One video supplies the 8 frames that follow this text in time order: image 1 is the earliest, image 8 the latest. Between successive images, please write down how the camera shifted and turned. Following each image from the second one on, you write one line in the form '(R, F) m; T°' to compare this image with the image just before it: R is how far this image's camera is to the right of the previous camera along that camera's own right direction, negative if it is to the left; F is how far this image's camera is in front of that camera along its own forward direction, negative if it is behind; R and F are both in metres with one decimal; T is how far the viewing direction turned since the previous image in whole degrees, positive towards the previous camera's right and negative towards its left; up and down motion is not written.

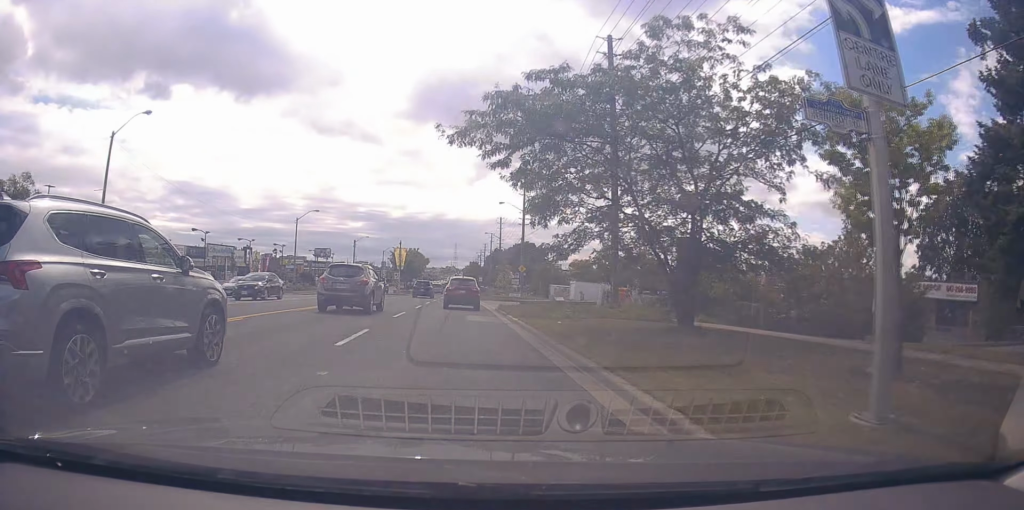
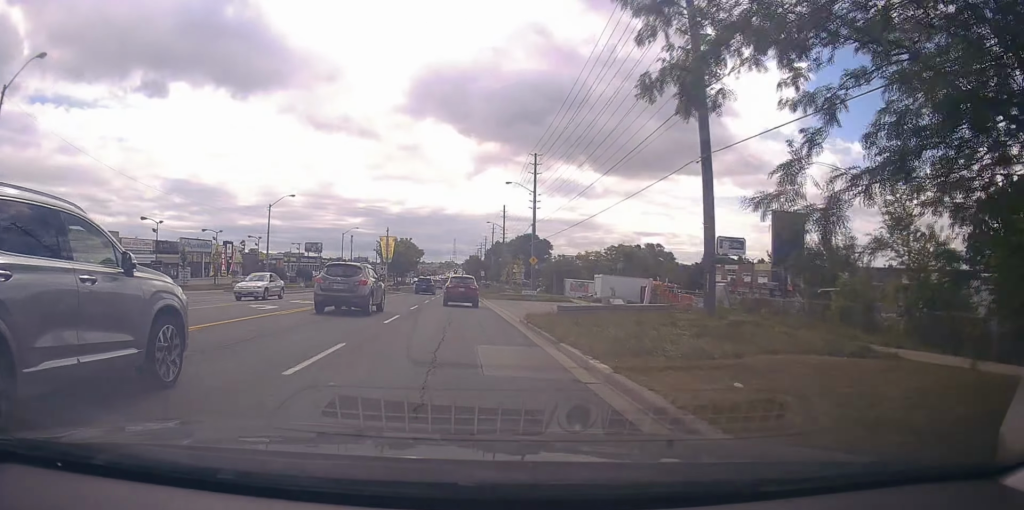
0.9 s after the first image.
(+0.1, +12.0) m; -1°
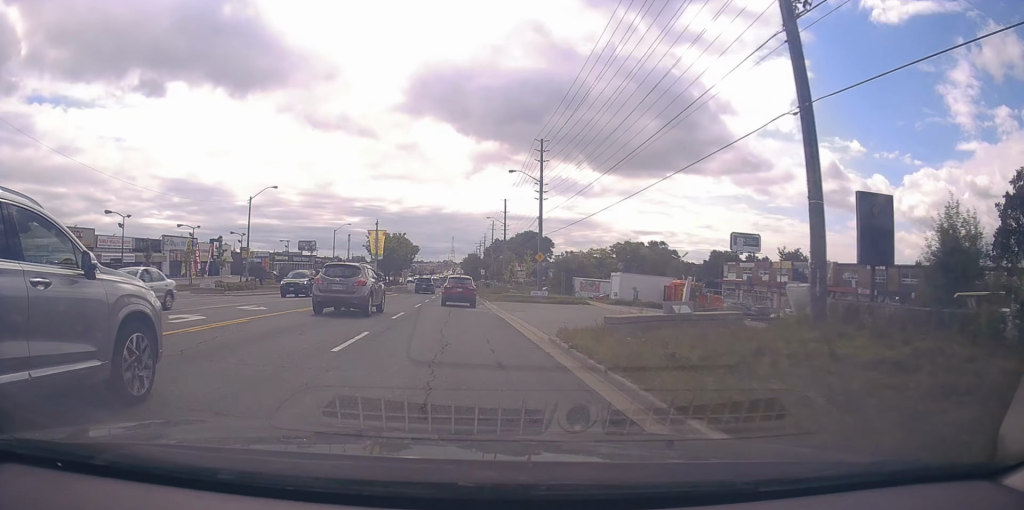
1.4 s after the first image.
(0.0, +6.4) m; -1°
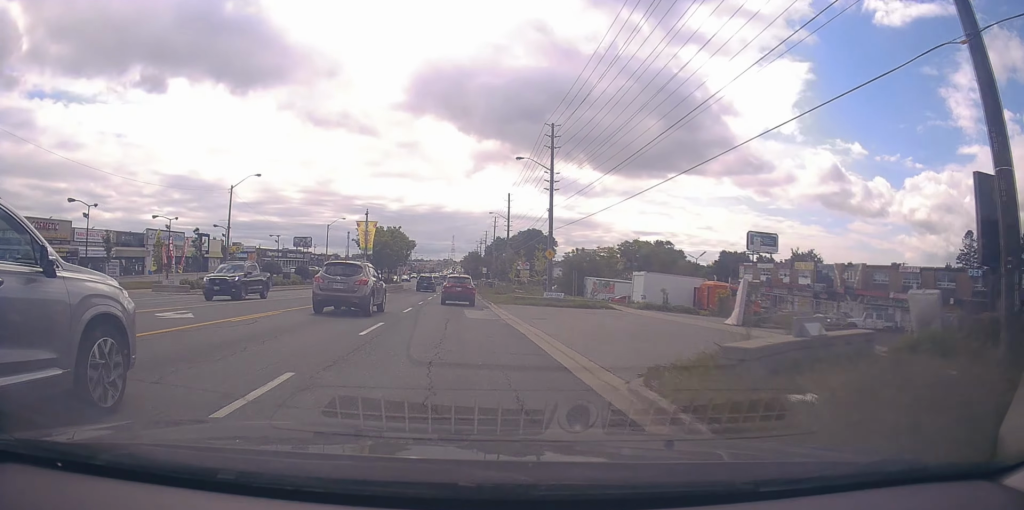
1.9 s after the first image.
(-0.2, +5.9) m; 0°
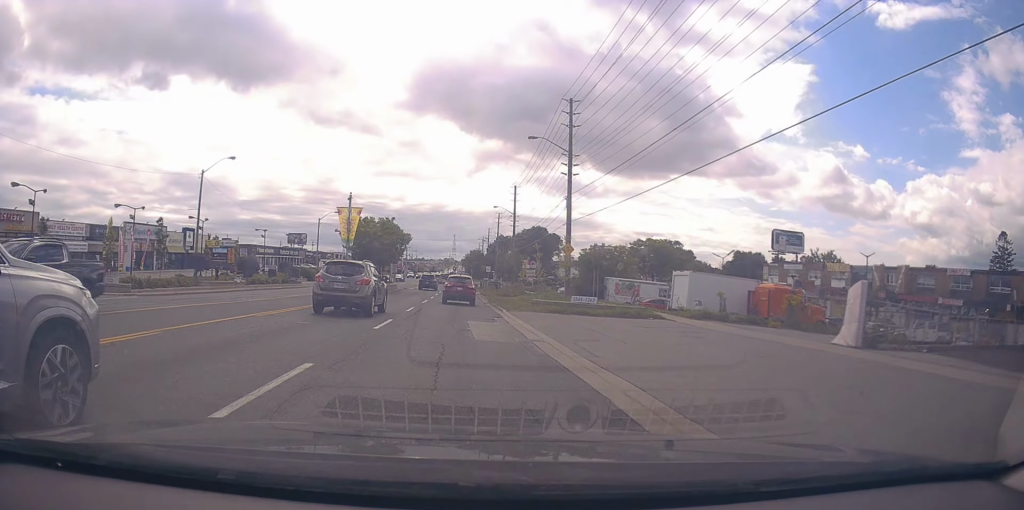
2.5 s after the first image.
(-0.1, +7.7) m; 0°
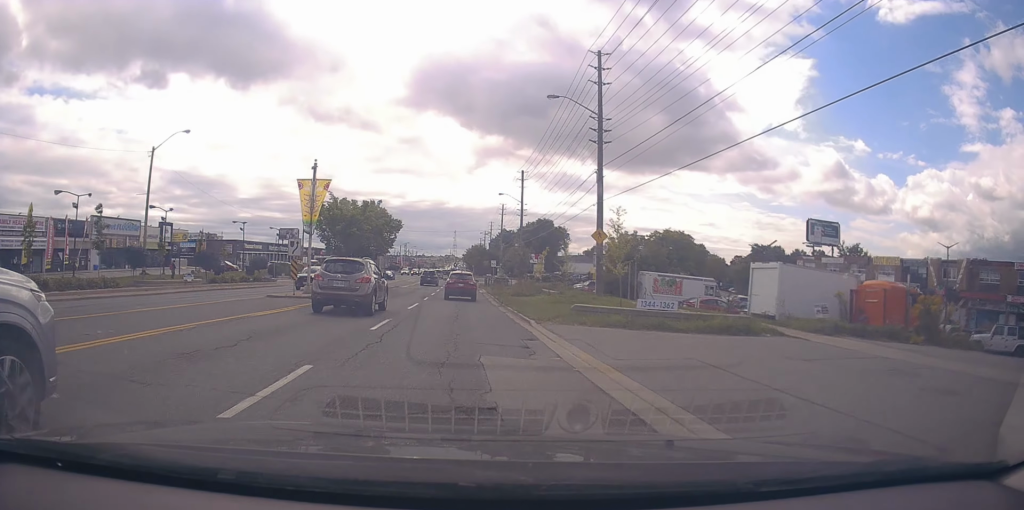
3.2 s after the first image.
(+0.3, +9.4) m; 0°
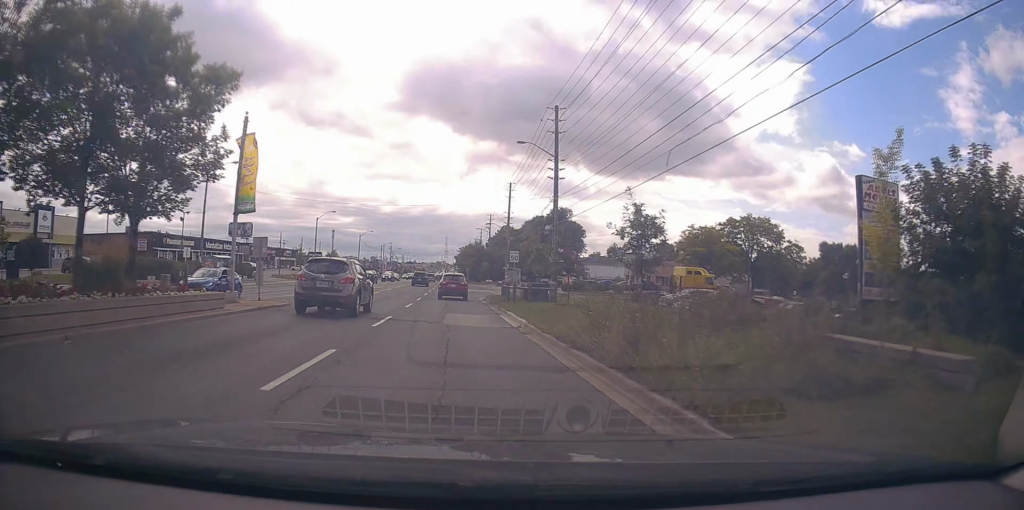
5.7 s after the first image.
(-0.5, +33.0) m; 0°
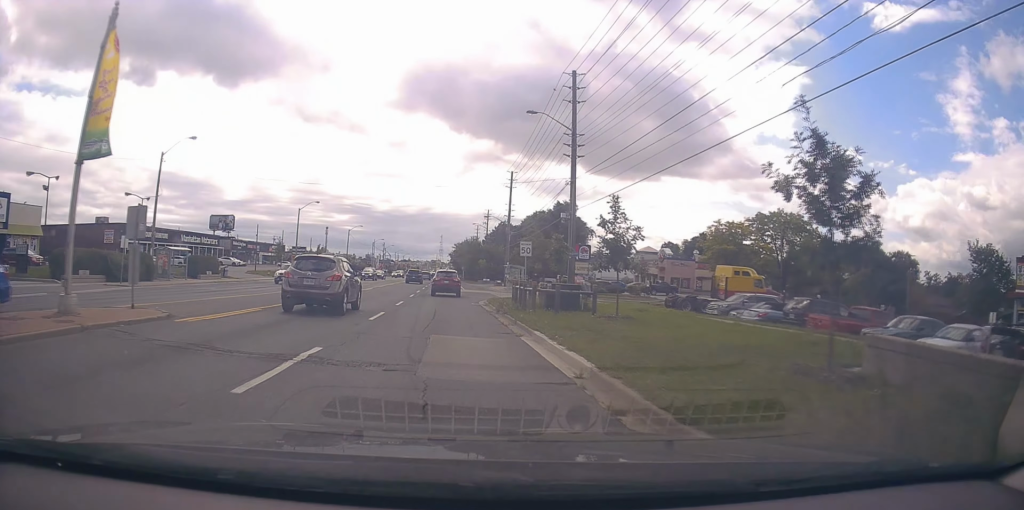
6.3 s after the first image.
(-0.2, +8.6) m; +1°
